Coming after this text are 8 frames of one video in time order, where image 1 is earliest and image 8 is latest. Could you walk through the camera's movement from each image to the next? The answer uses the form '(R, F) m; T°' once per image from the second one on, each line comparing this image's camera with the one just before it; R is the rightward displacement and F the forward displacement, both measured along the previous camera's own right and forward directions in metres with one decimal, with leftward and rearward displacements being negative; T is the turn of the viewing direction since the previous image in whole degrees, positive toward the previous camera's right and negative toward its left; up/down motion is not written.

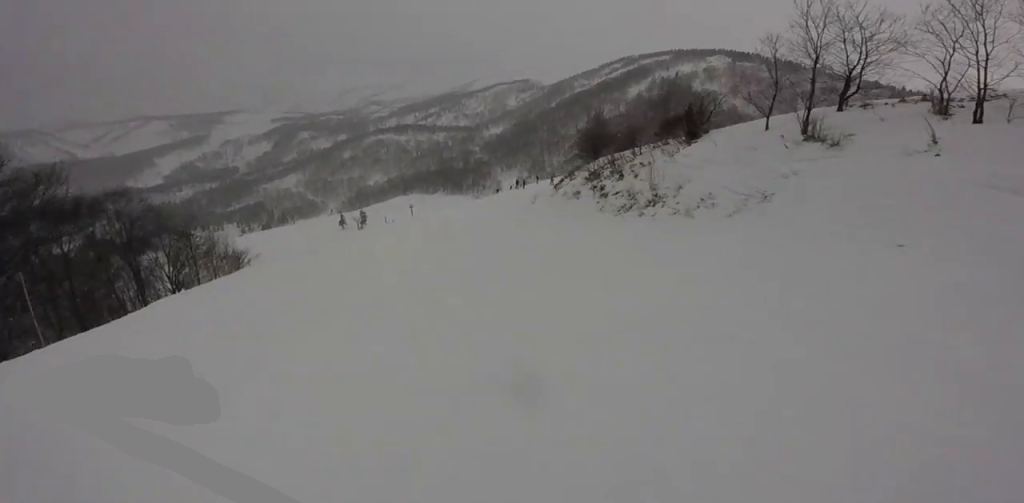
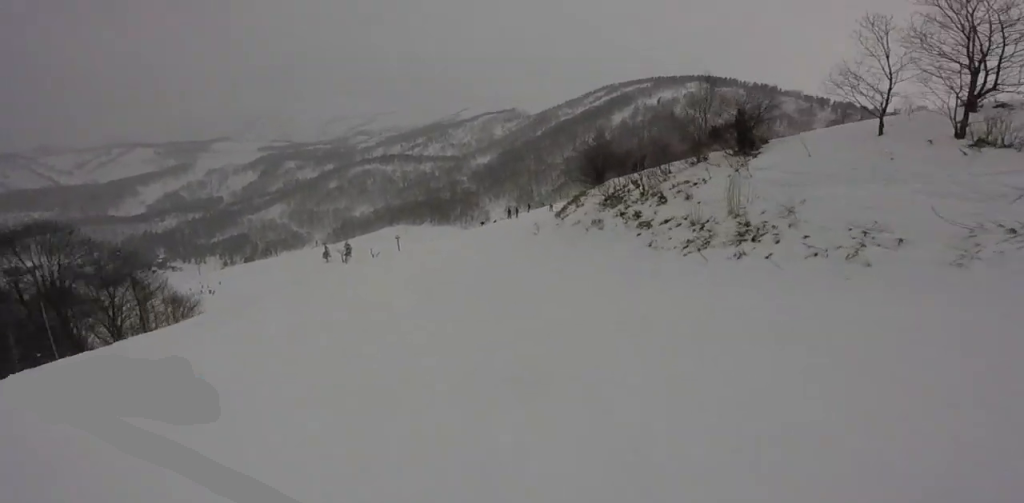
(-0.9, +3.4) m; +3°
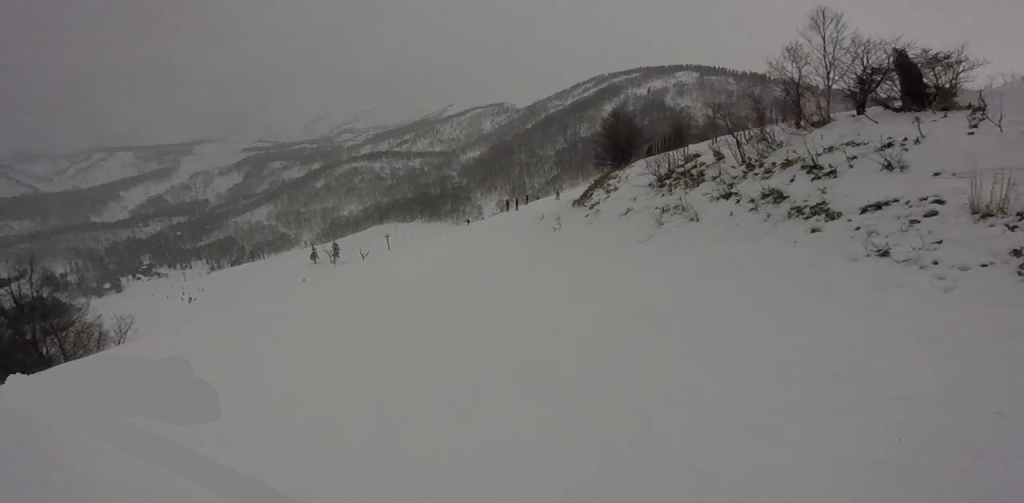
(+1.5, +4.2) m; +13°
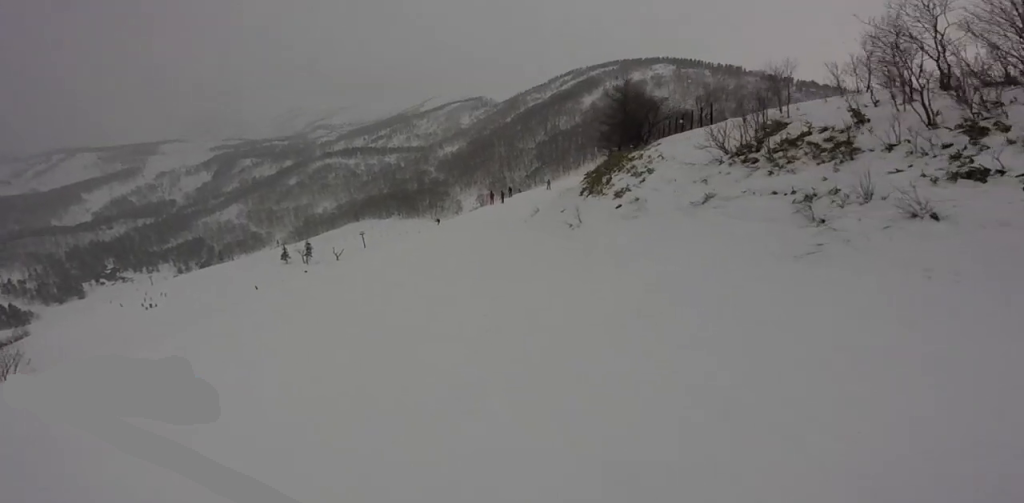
(-0.3, +4.0) m; +5°
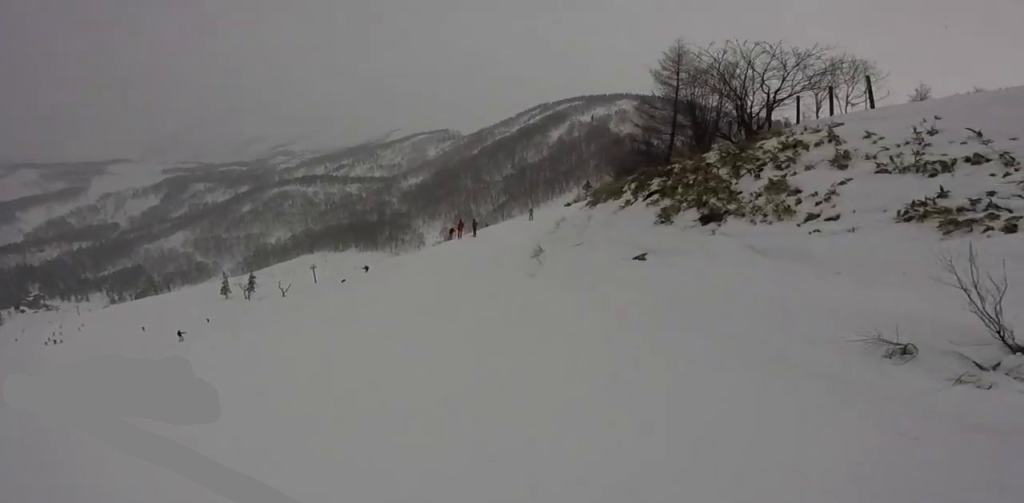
(+1.7, +8.3) m; +16°
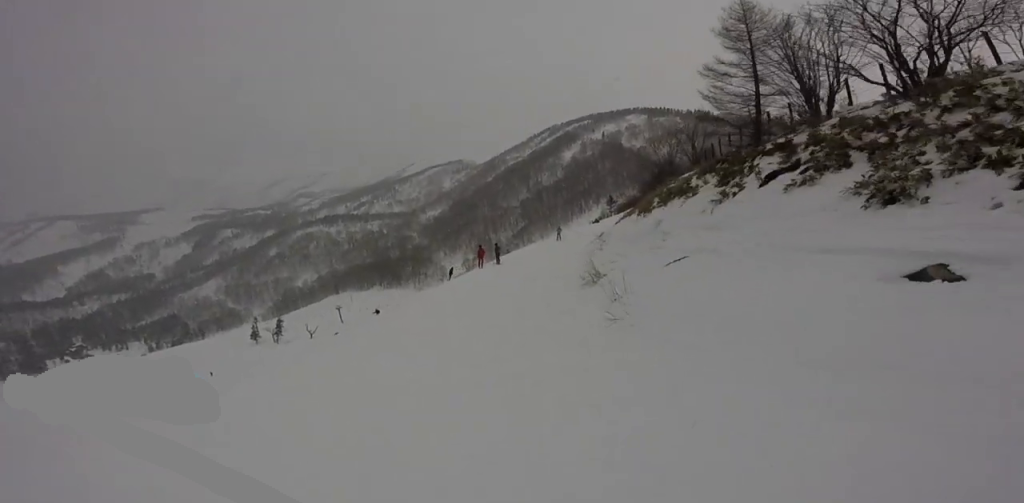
(+0.6, +4.1) m; -7°
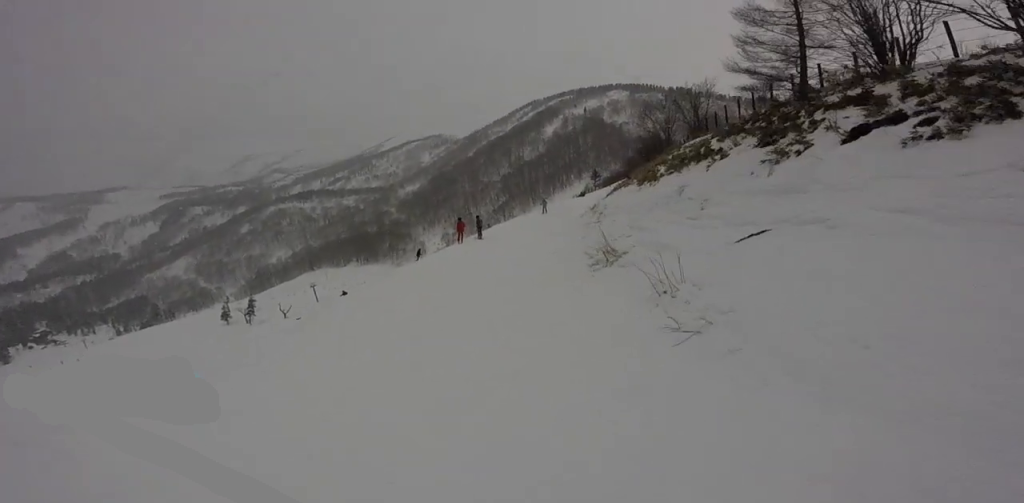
(-0.7, +2.5) m; -3°
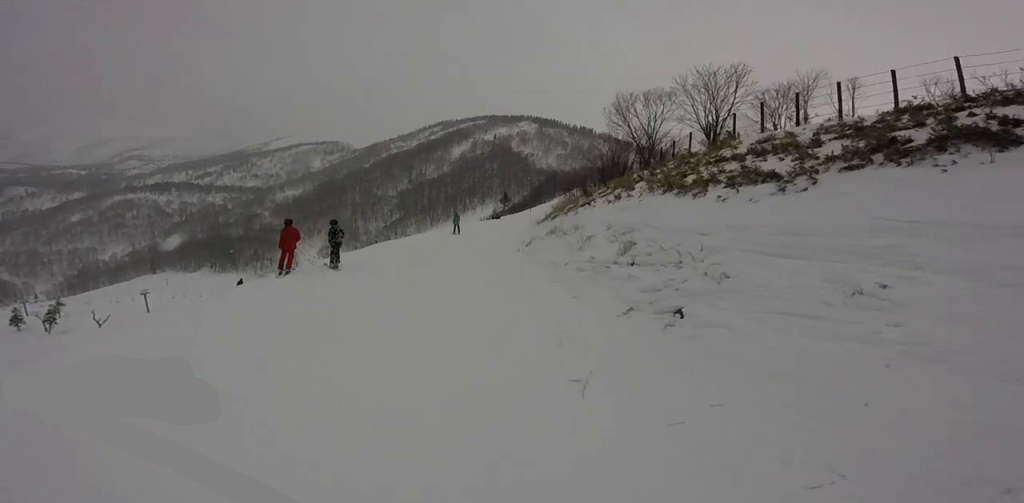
(-0.1, +12.4) m; +4°
